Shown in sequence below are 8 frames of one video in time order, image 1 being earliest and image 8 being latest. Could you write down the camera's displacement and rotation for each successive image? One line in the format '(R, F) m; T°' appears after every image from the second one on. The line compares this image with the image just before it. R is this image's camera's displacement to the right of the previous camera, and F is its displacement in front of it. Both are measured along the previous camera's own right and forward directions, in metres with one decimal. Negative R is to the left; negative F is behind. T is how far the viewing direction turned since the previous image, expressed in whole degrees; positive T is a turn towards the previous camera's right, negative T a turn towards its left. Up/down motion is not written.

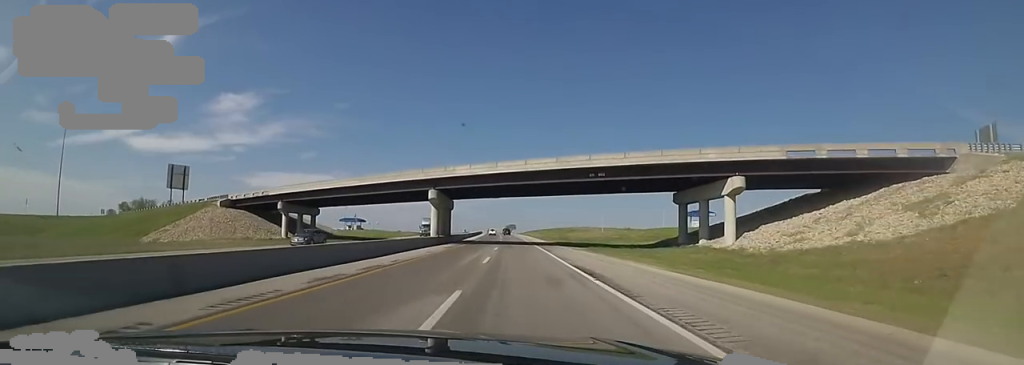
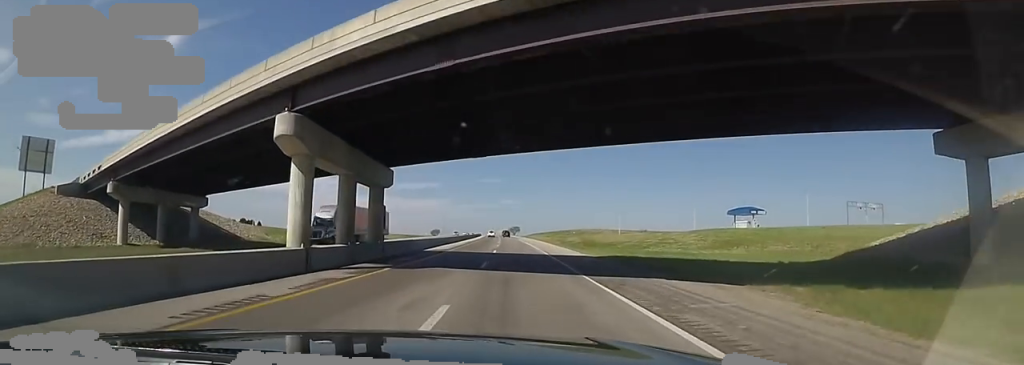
(-1.0, +32.5) m; 0°
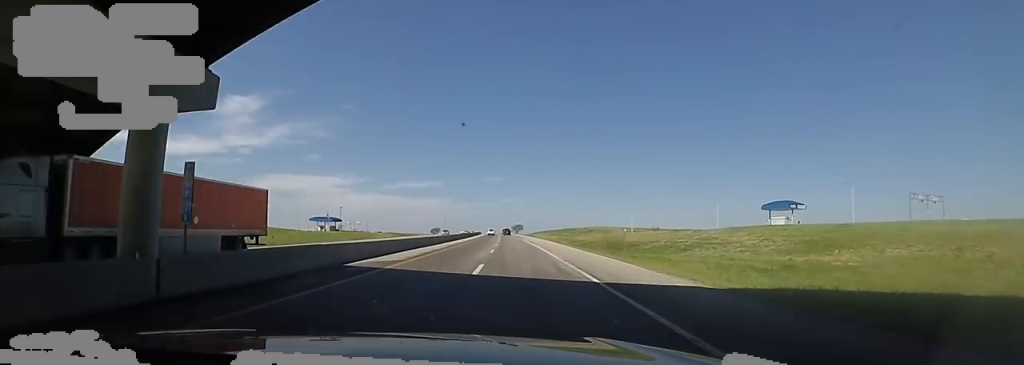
(-0.2, +18.8) m; 0°
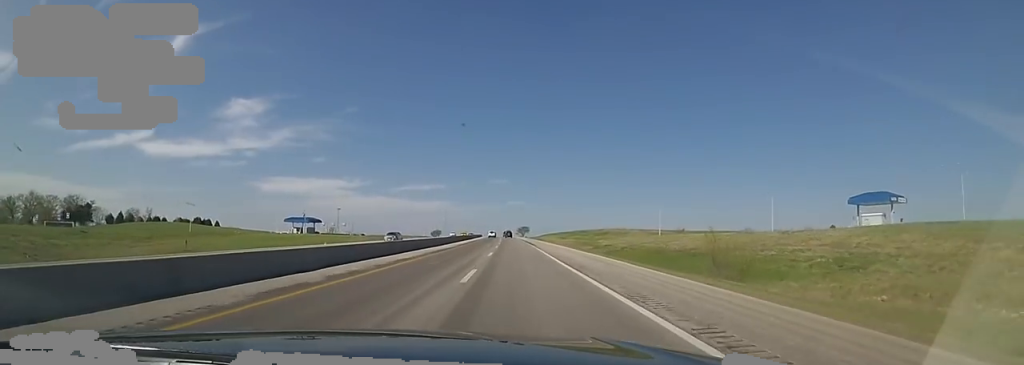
(+1.5, +32.6) m; 0°
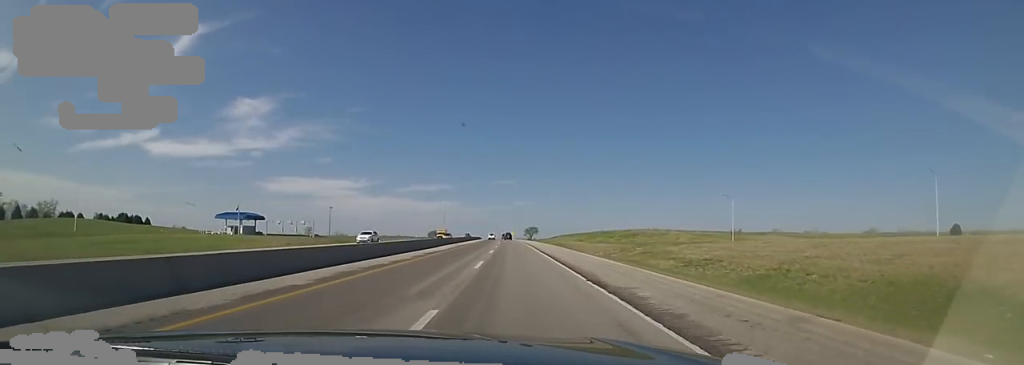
(-1.5, +55.0) m; -1°
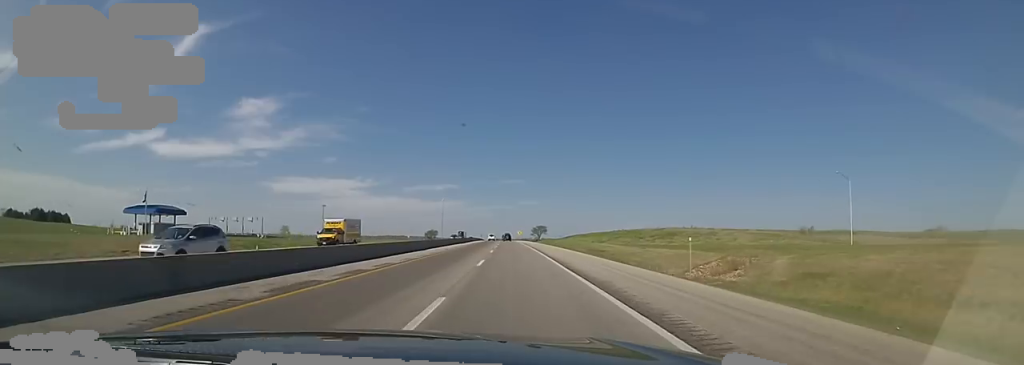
(-0.2, +43.8) m; -1°
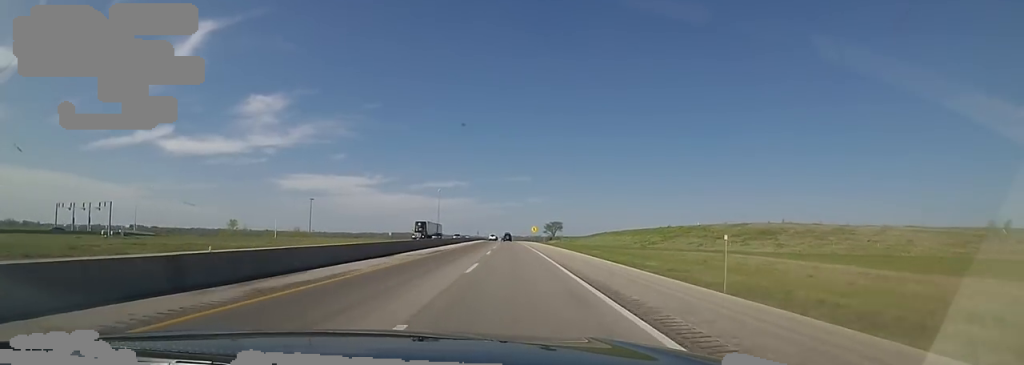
(-0.7, +64.0) m; -1°
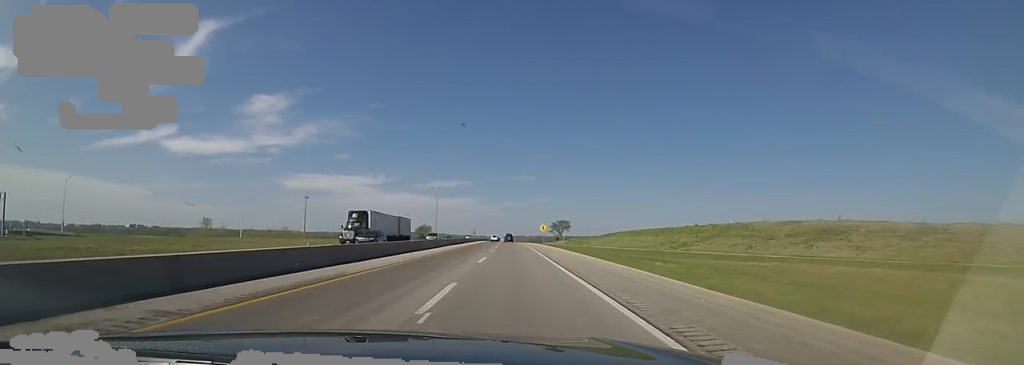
(0.0, +23.8) m; 0°
